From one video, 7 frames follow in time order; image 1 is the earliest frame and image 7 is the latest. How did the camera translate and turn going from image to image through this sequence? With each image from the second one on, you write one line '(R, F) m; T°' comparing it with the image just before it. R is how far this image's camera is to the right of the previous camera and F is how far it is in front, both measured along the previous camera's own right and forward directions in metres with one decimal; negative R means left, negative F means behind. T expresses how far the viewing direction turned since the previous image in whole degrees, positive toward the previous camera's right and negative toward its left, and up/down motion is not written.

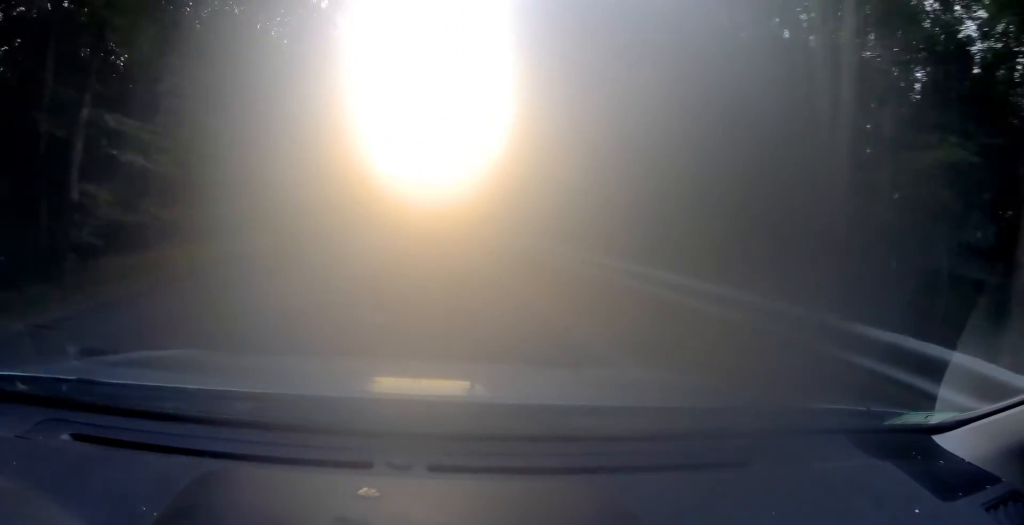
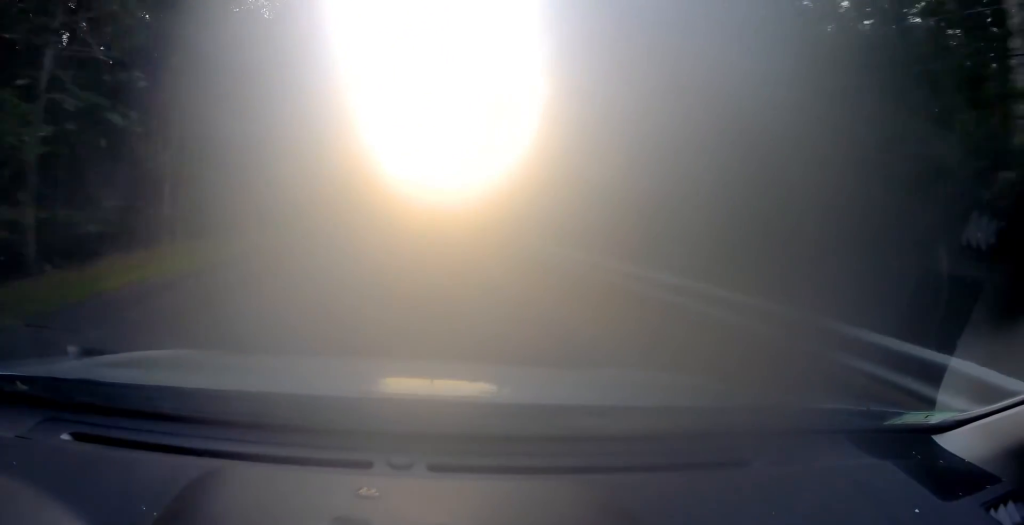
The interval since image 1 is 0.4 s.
(0.0, +8.3) m; 0°
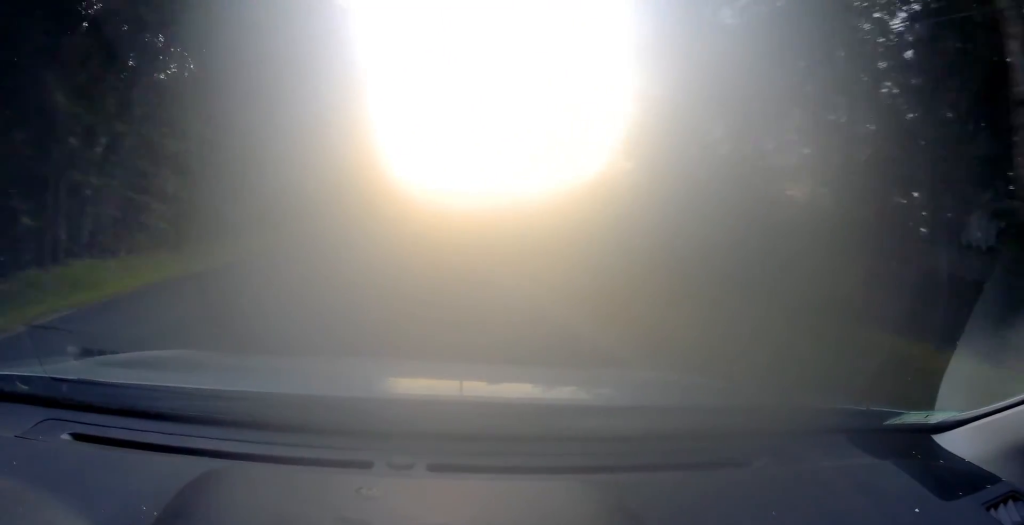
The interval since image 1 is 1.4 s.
(-0.2, +19.6) m; -3°
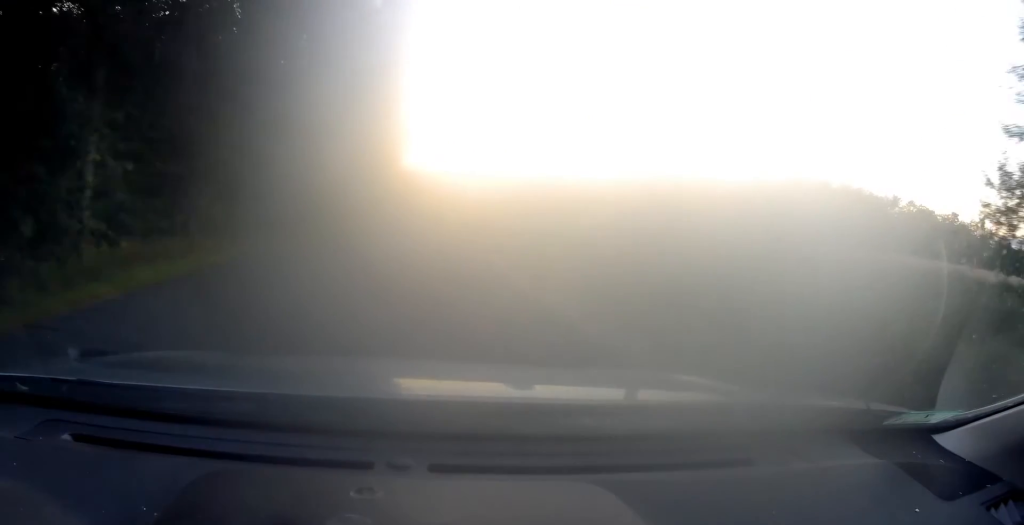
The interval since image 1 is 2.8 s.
(-1.4, +27.6) m; -2°
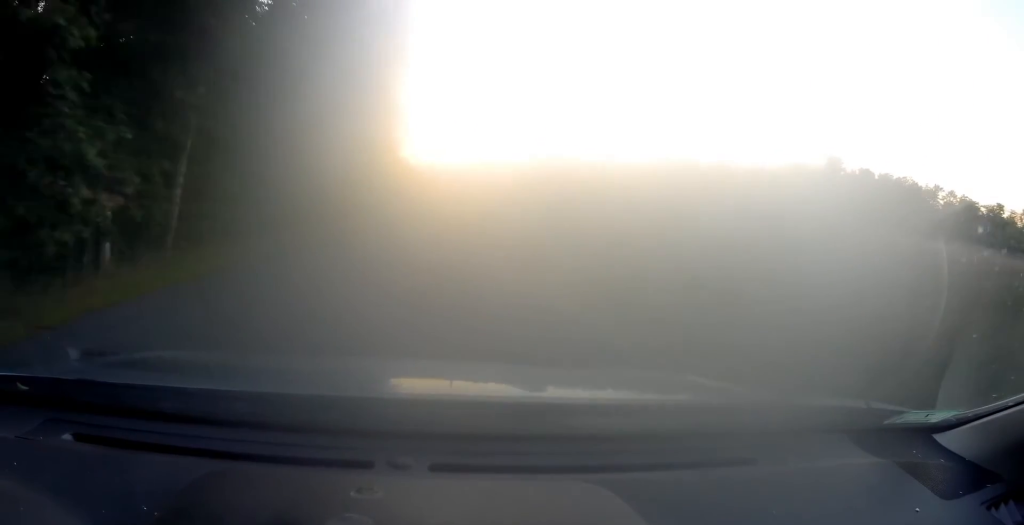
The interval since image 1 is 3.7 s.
(+0.8, +17.9) m; 0°
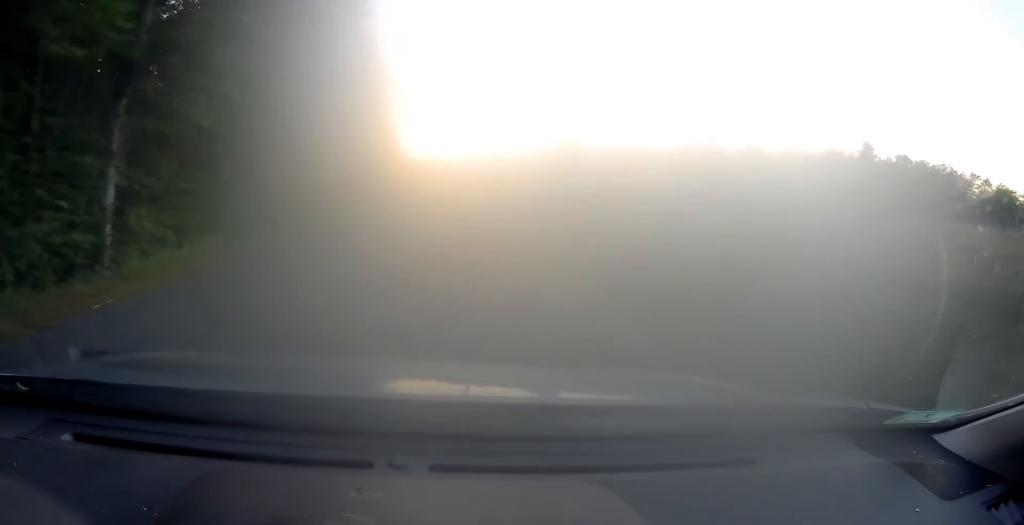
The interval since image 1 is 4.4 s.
(-0.4, +14.7) m; -1°
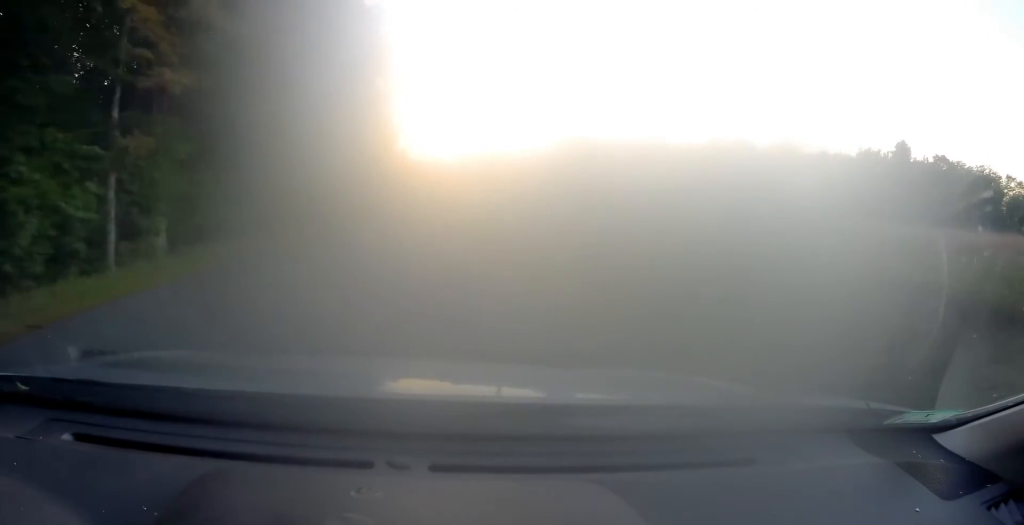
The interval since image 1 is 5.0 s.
(-0.2, +13.4) m; 0°
